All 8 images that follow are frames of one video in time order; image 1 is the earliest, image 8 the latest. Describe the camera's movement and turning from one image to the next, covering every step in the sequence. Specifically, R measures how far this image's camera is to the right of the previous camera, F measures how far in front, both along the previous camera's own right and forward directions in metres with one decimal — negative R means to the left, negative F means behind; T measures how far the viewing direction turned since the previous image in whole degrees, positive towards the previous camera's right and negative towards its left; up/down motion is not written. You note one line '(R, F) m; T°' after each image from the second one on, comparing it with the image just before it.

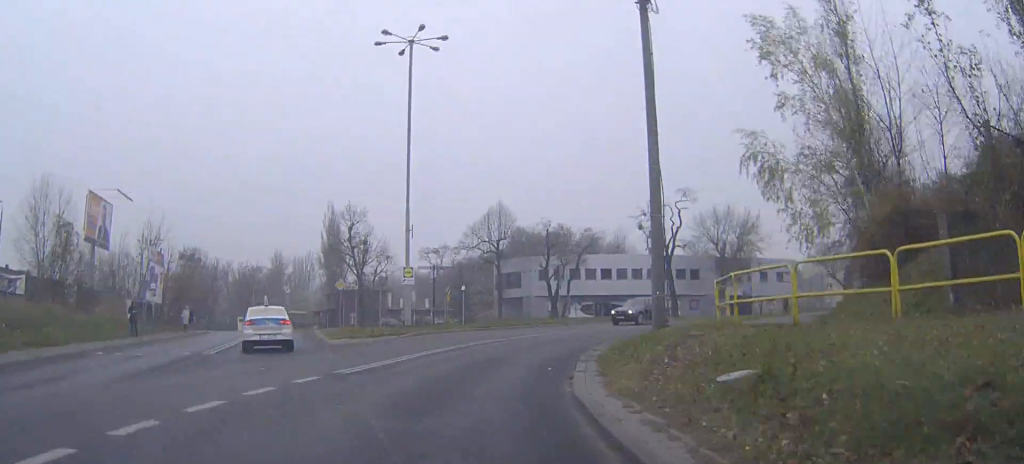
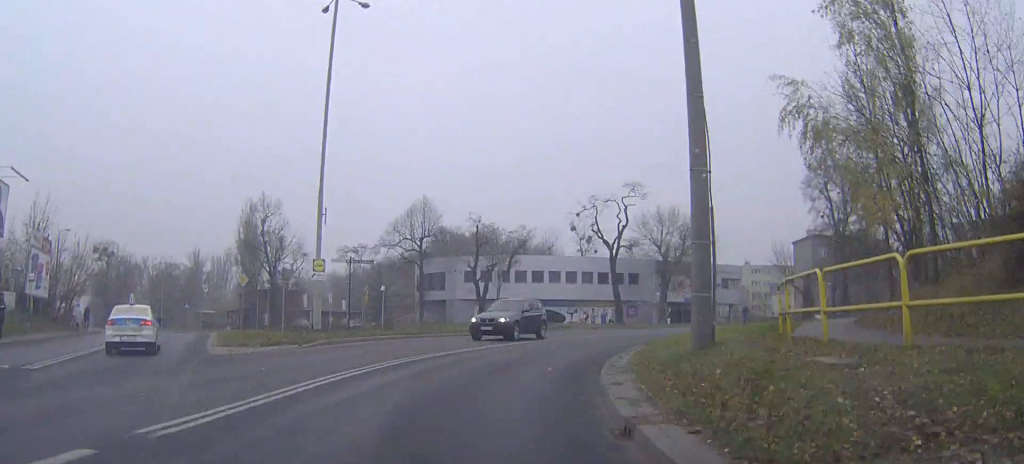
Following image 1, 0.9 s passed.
(+0.1, +7.5) m; +5°
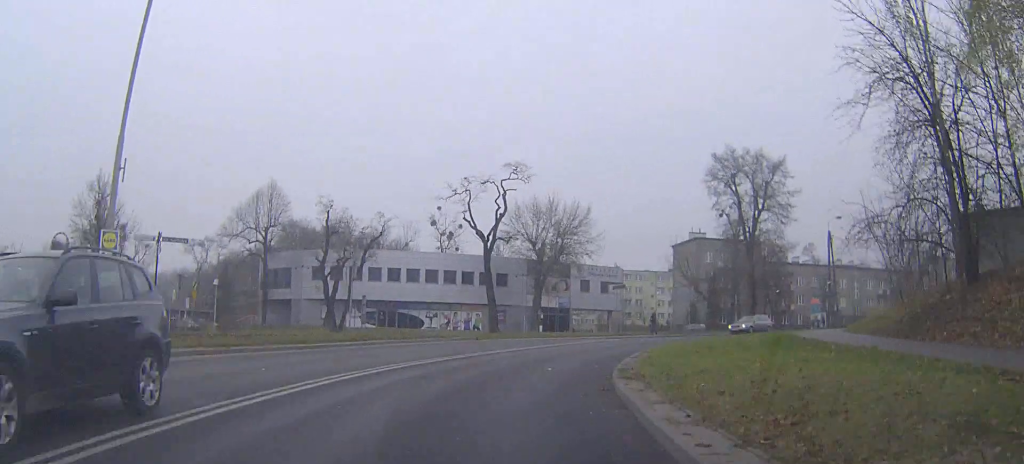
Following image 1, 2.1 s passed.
(+1.1, +10.6) m; +13°
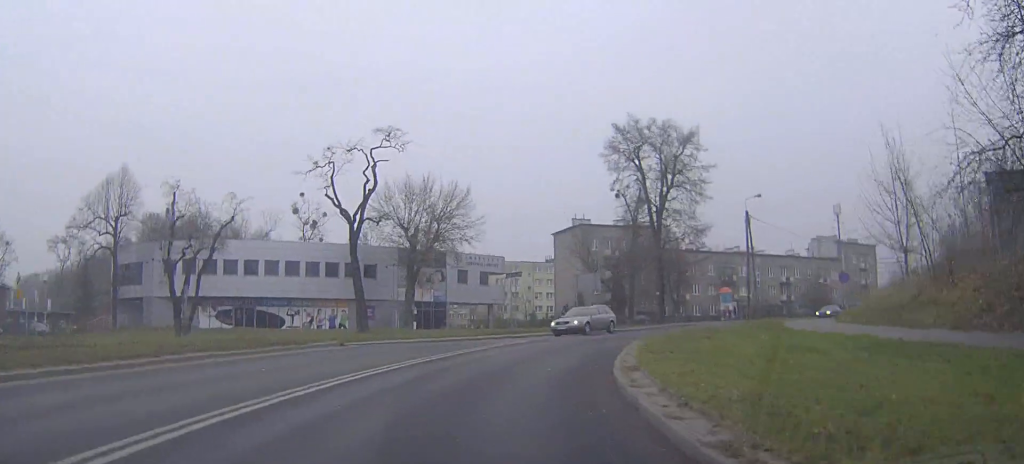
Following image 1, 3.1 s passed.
(+1.1, +9.5) m; +11°
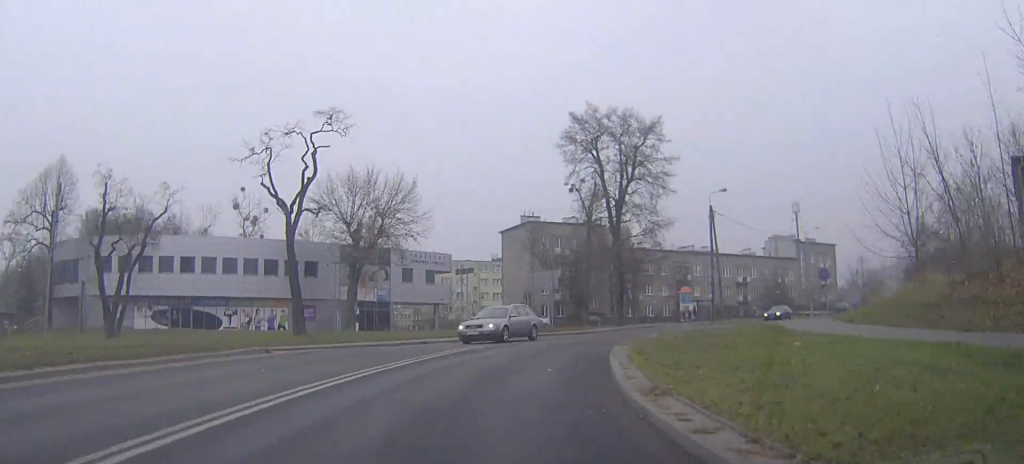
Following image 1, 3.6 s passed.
(+0.2, +4.1) m; +4°
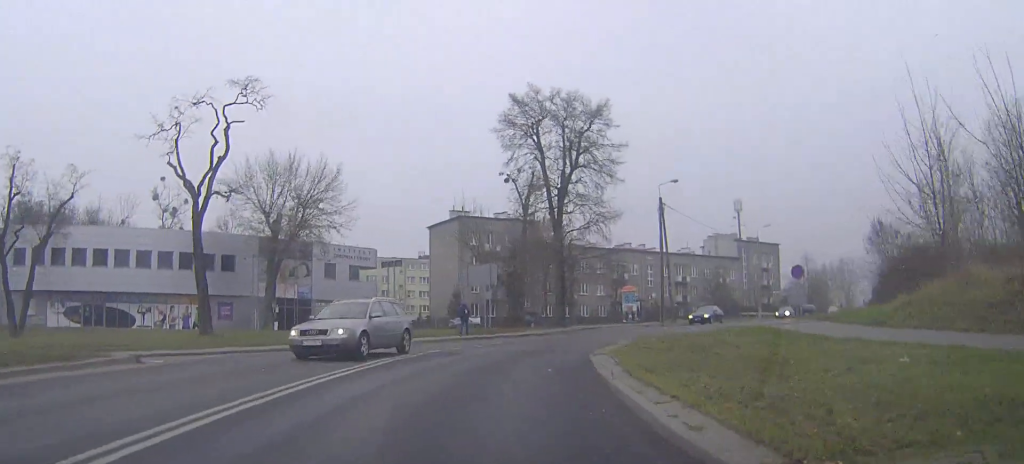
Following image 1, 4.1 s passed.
(+0.2, +5.3) m; +5°
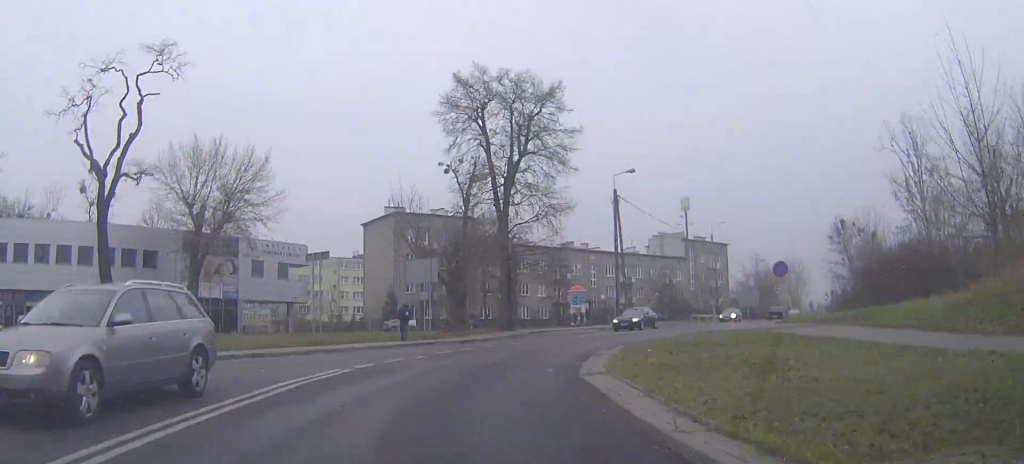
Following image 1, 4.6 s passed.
(+0.1, +4.9) m; +5°
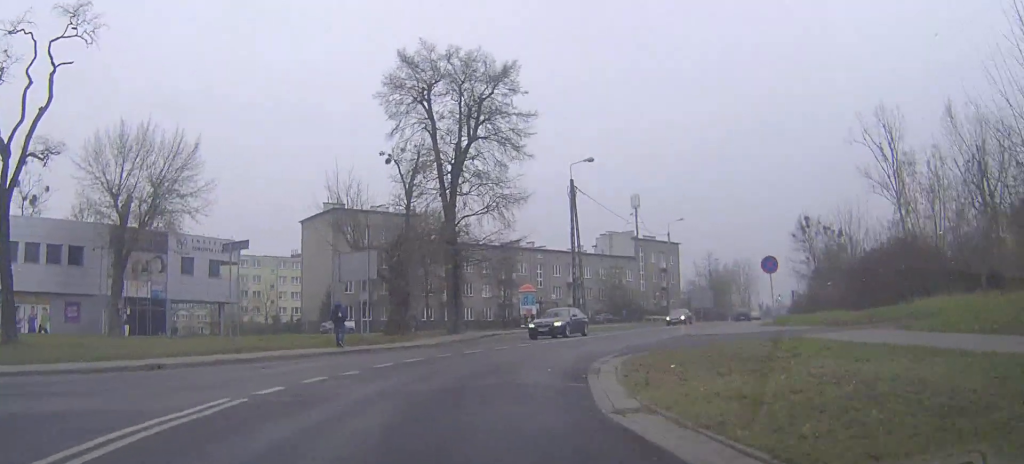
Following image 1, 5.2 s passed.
(+0.3, +5.0) m; +5°
